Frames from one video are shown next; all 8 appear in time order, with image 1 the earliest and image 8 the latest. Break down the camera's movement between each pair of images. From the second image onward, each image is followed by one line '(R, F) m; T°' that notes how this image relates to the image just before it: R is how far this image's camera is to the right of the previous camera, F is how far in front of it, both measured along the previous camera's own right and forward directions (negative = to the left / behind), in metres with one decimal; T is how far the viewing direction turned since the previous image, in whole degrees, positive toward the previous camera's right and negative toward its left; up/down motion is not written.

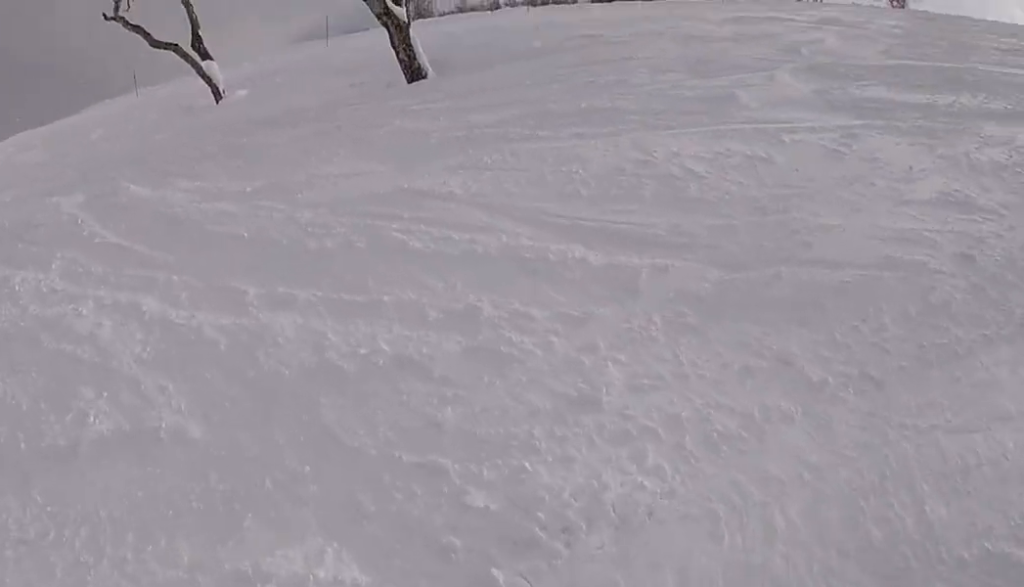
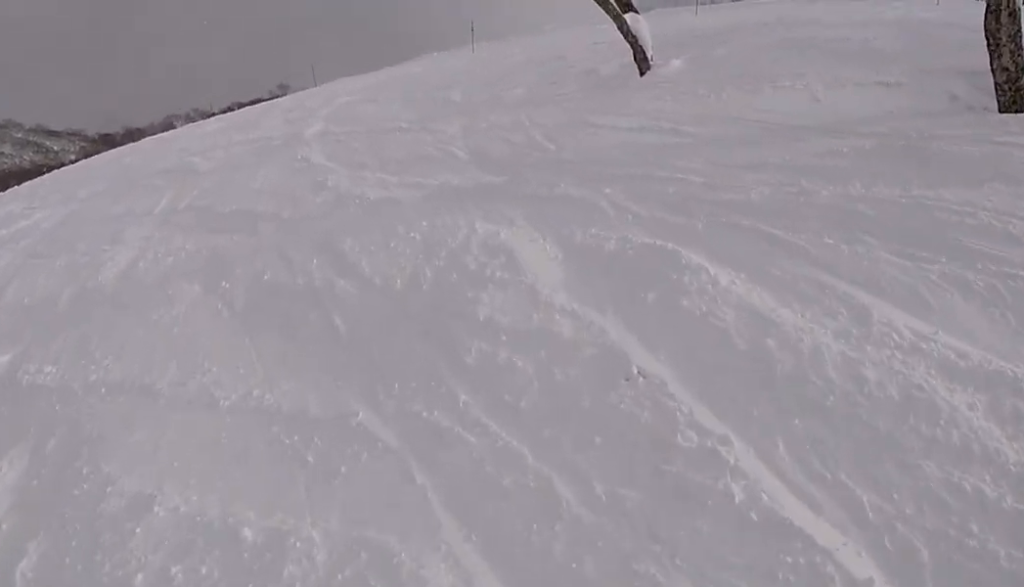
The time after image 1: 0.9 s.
(+0.2, +5.3) m; +9°
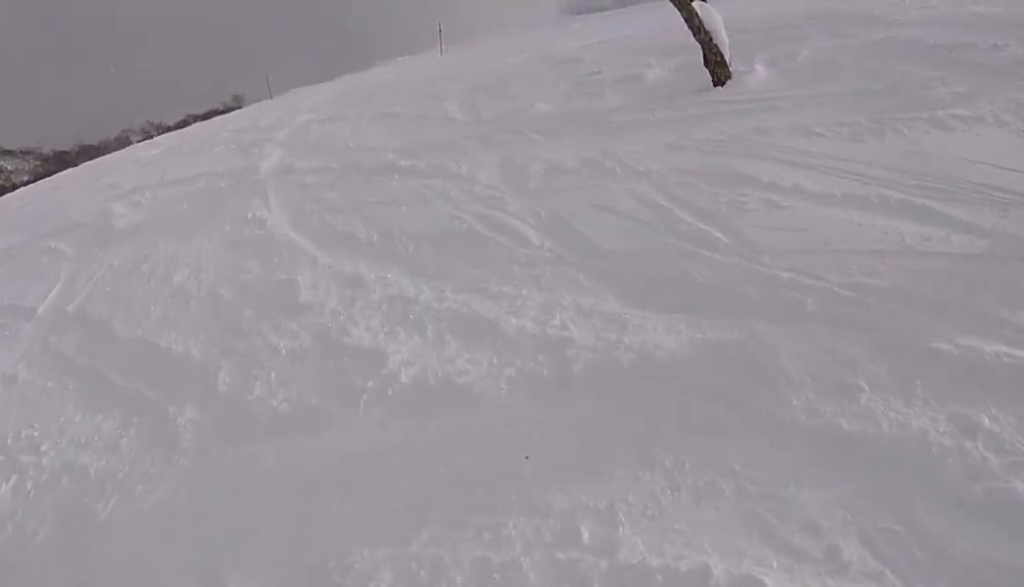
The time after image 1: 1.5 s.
(+0.8, +4.1) m; +7°
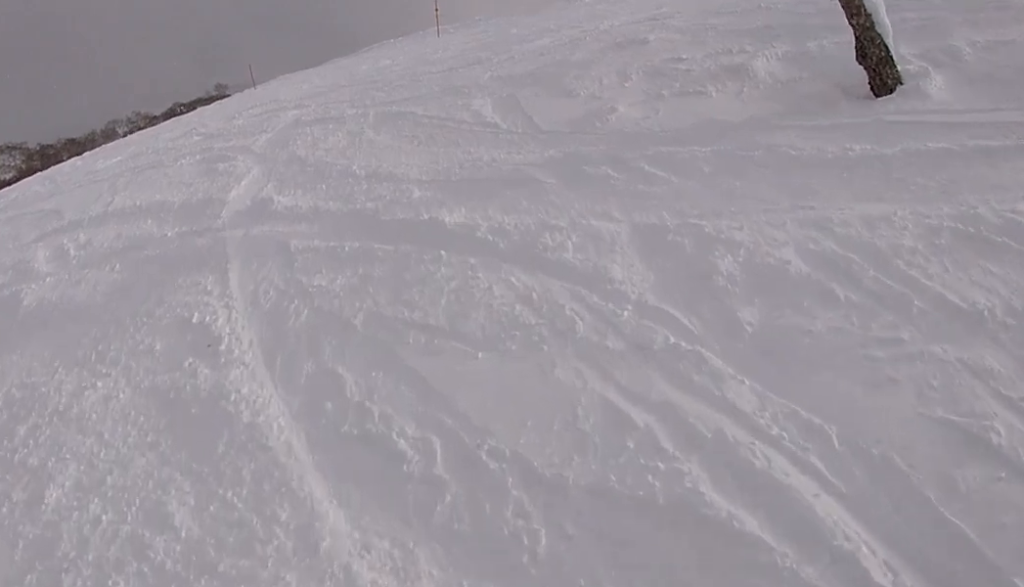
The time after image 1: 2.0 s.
(-0.2, +3.5) m; -1°
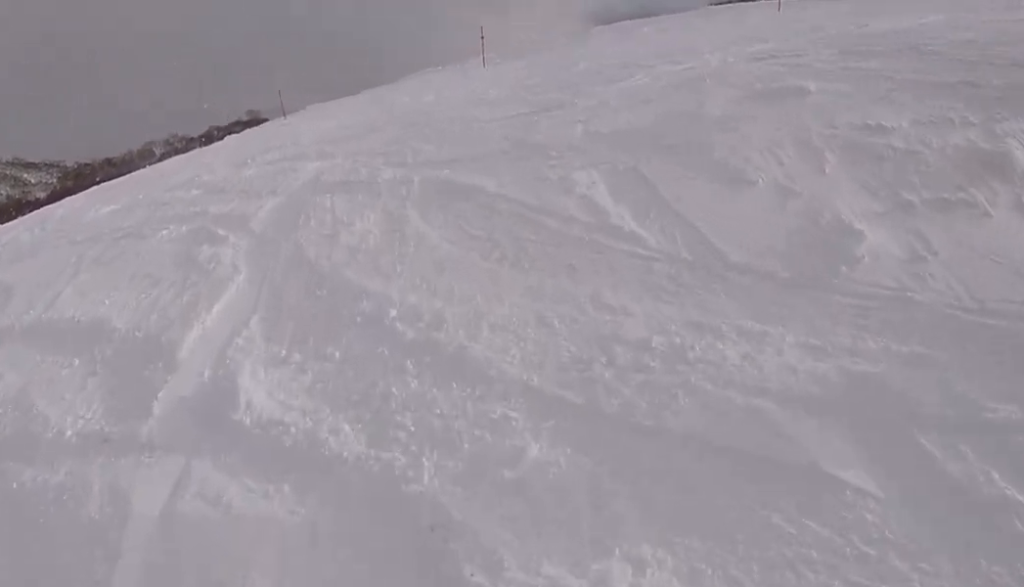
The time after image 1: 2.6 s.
(-0.1, +3.8) m; +1°
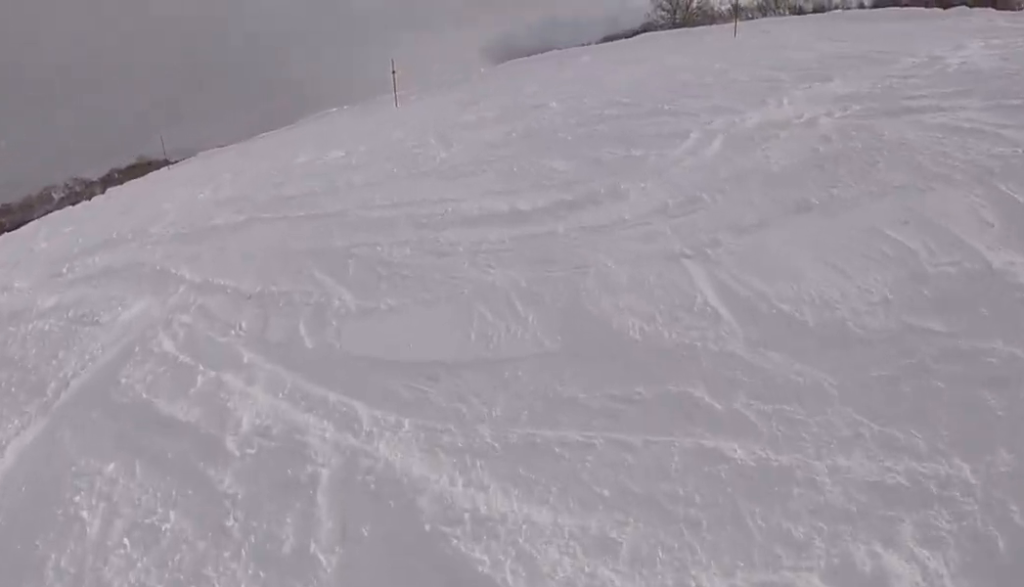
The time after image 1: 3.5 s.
(+0.1, +5.5) m; +14°
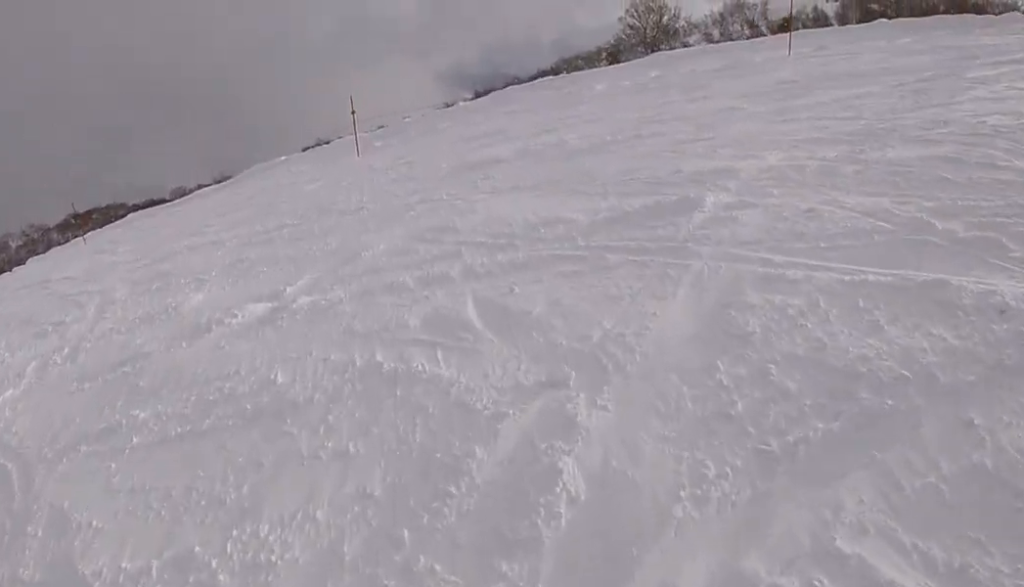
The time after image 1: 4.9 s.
(+0.9, +7.4) m; -1°
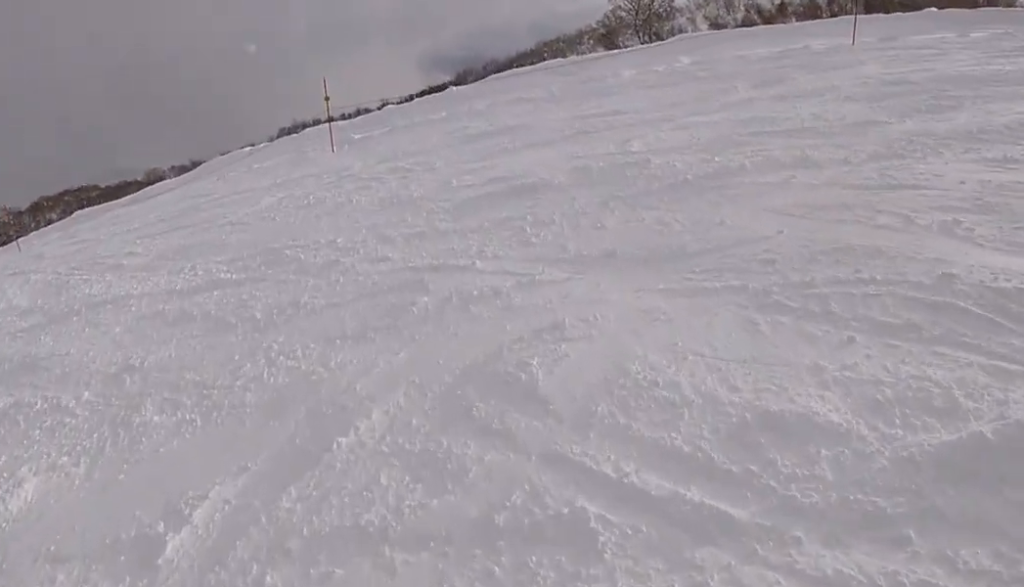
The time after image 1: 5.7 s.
(-0.7, +4.4) m; +4°
